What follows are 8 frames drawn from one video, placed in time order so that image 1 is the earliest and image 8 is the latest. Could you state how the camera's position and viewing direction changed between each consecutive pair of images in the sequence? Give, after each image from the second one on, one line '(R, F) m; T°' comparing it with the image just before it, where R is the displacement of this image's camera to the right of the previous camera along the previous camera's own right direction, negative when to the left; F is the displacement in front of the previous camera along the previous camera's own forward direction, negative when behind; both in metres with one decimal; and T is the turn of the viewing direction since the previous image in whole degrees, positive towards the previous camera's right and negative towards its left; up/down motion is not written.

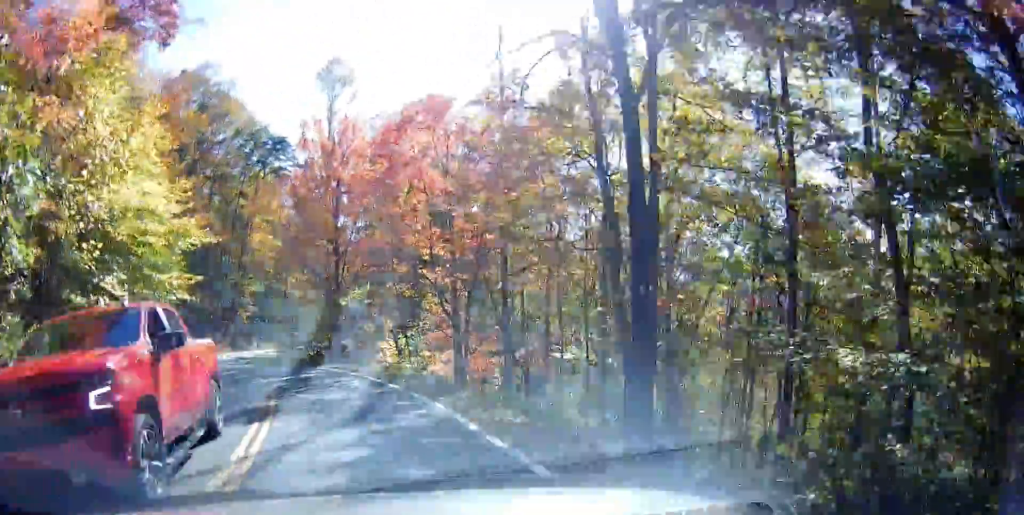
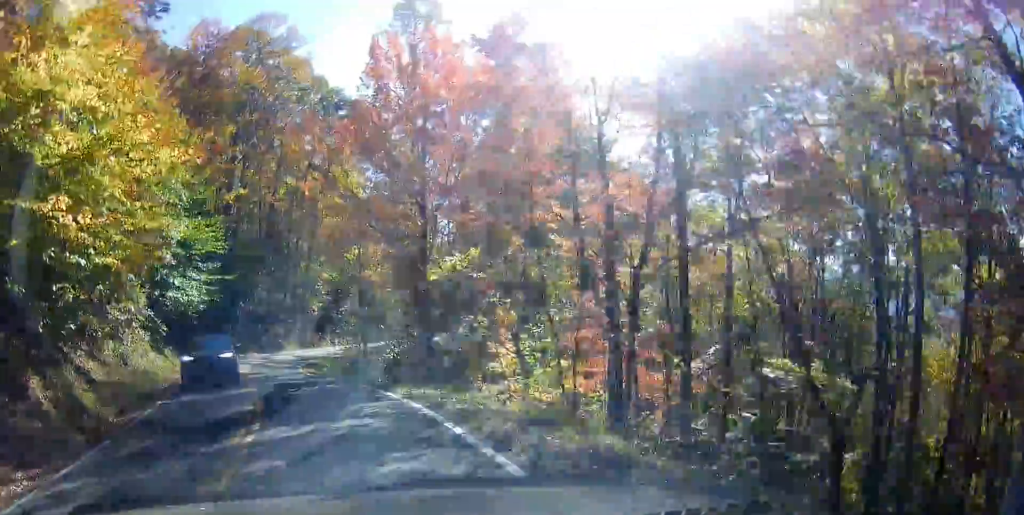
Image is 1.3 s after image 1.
(0.0, +11.6) m; -5°
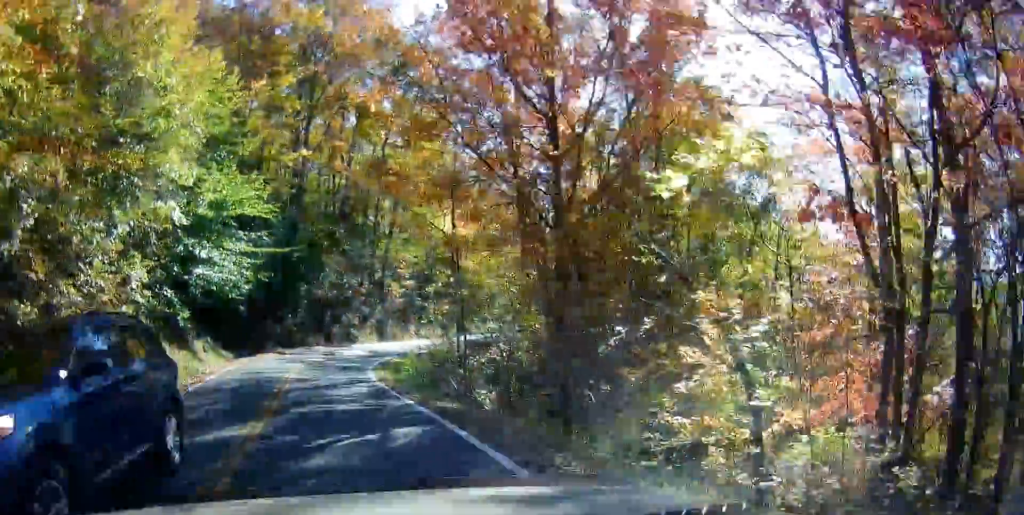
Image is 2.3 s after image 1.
(-0.7, +8.4) m; -10°
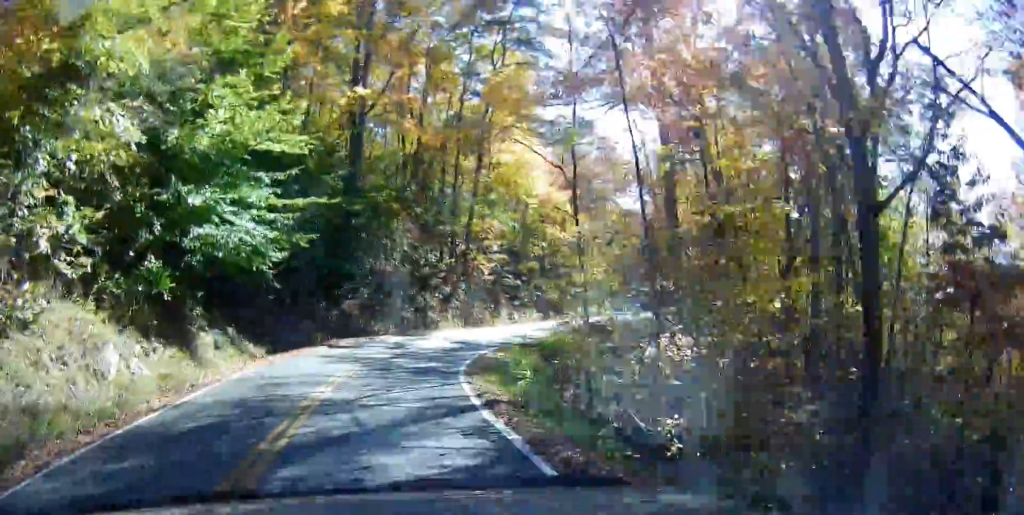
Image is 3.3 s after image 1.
(-0.6, +7.8) m; -5°
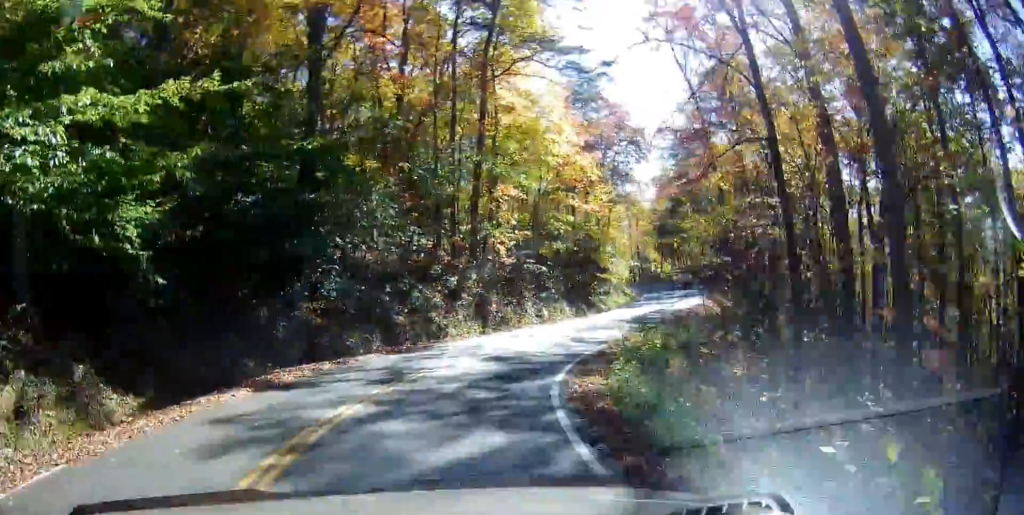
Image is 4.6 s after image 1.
(-0.1, +9.9) m; 0°
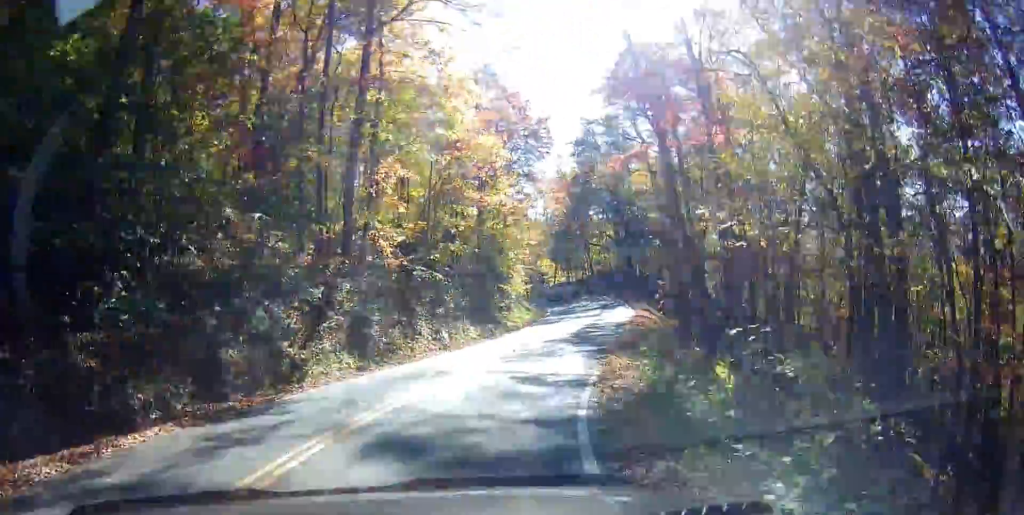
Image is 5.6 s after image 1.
(+0.1, +8.0) m; +9°
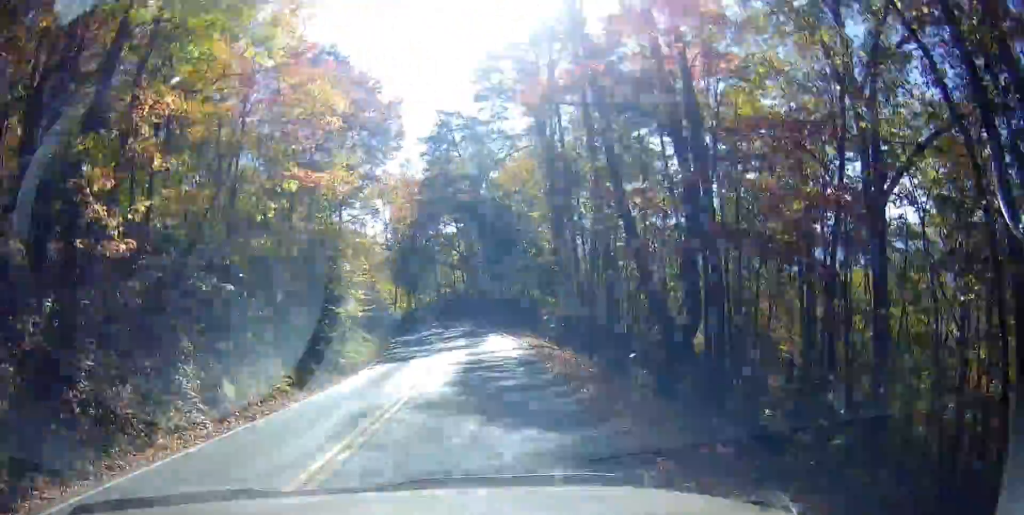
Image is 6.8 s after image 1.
(+1.5, +9.7) m; +11°
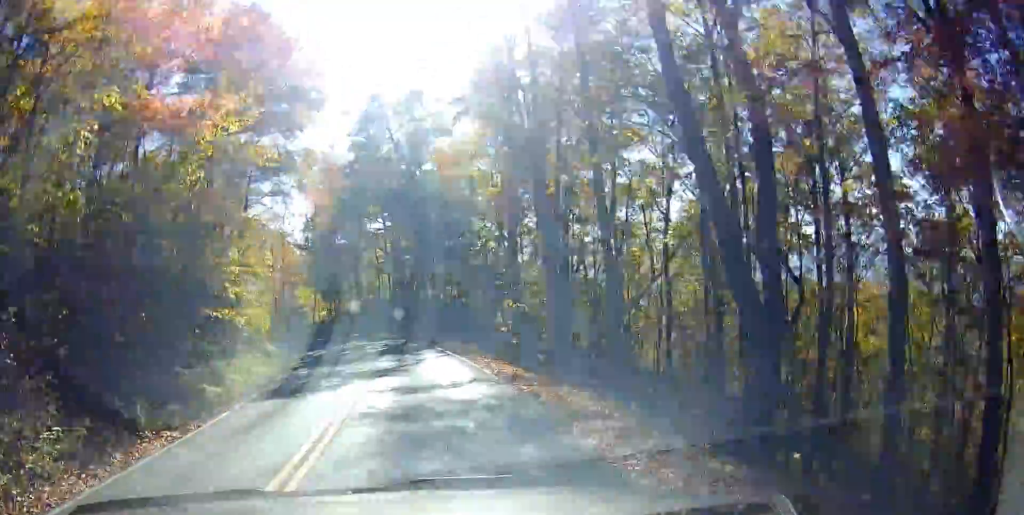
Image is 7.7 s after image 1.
(0.0, +7.7) m; 0°
